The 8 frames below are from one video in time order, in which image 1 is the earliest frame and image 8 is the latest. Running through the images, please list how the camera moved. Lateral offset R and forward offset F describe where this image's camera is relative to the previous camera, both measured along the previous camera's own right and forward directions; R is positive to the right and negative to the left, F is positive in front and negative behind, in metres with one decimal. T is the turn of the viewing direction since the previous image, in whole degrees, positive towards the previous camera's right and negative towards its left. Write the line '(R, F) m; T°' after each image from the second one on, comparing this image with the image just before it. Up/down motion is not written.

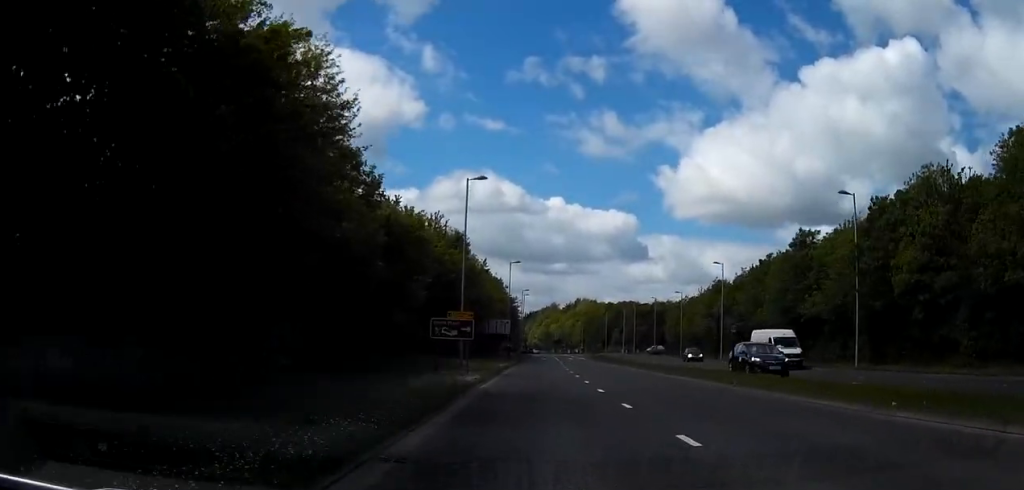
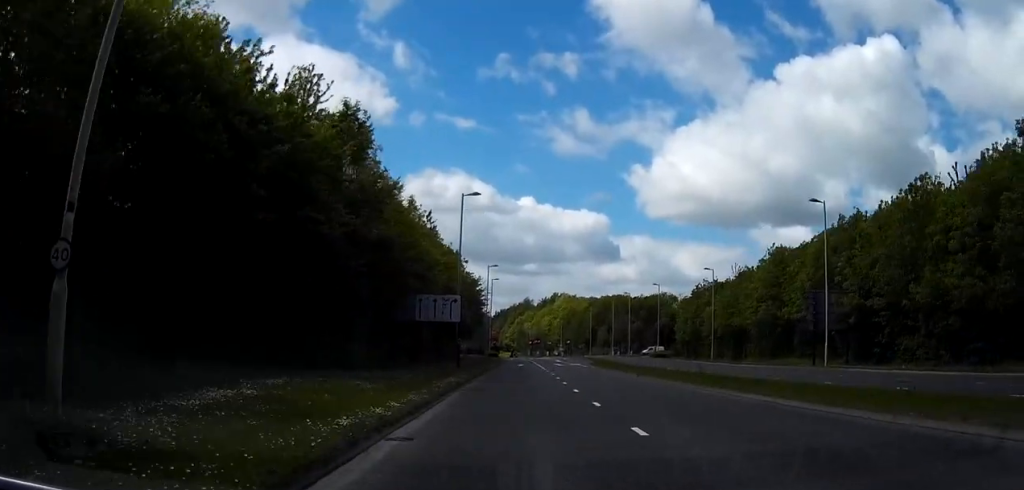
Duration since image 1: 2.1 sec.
(+0.4, +34.2) m; +1°
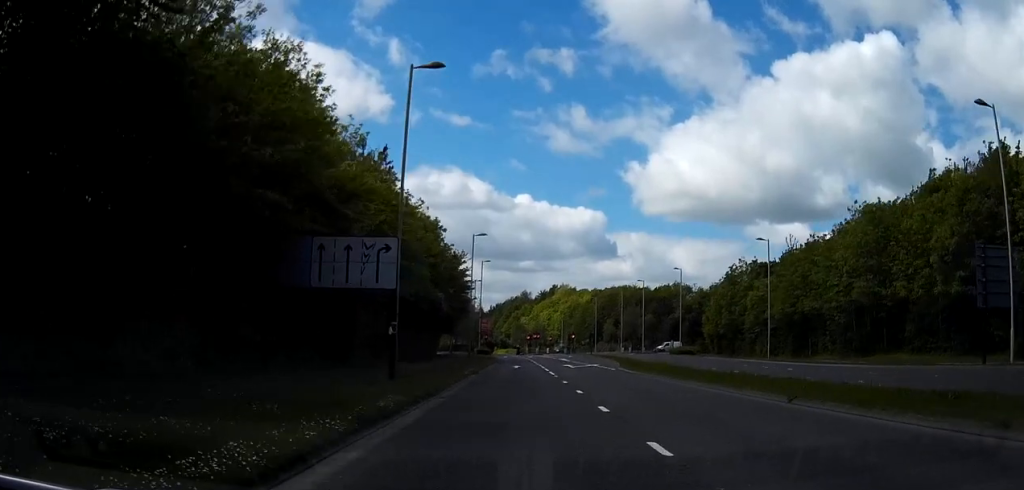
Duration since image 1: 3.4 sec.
(0.0, +19.8) m; +1°
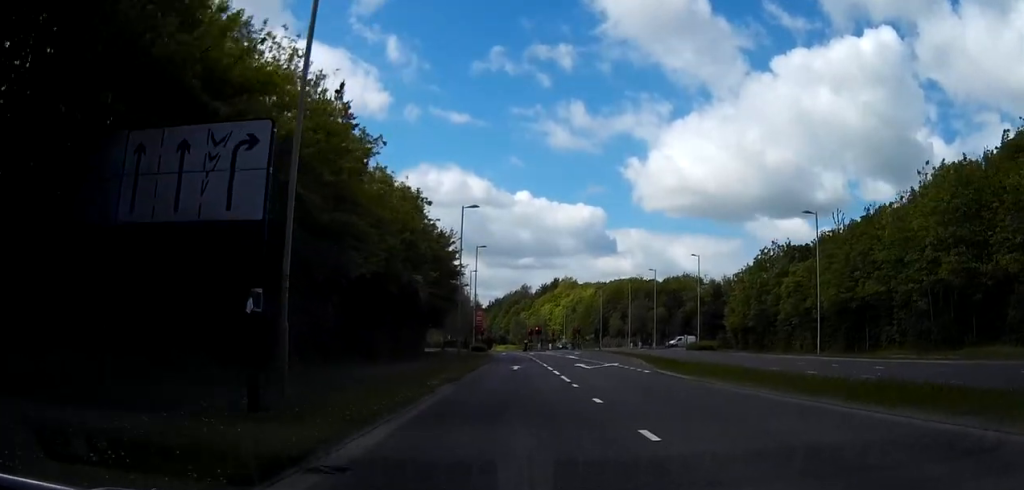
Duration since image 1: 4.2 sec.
(+0.1, +10.7) m; +1°
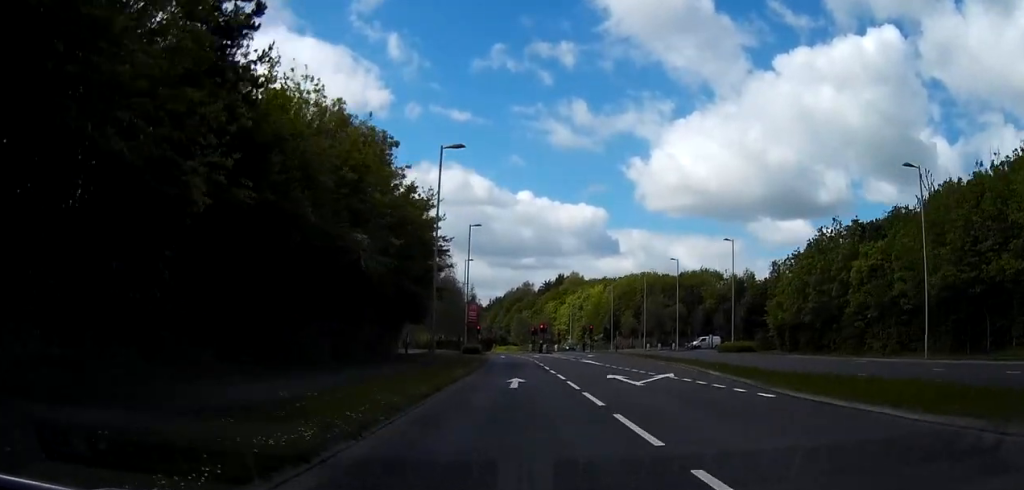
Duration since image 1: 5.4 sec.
(+0.3, +14.7) m; +2°
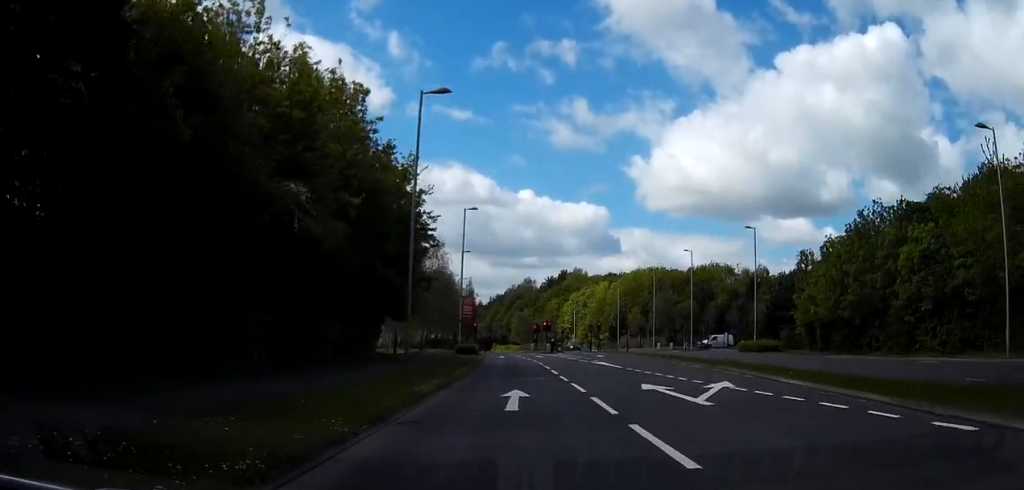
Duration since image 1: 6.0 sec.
(+0.1, +7.5) m; 0°
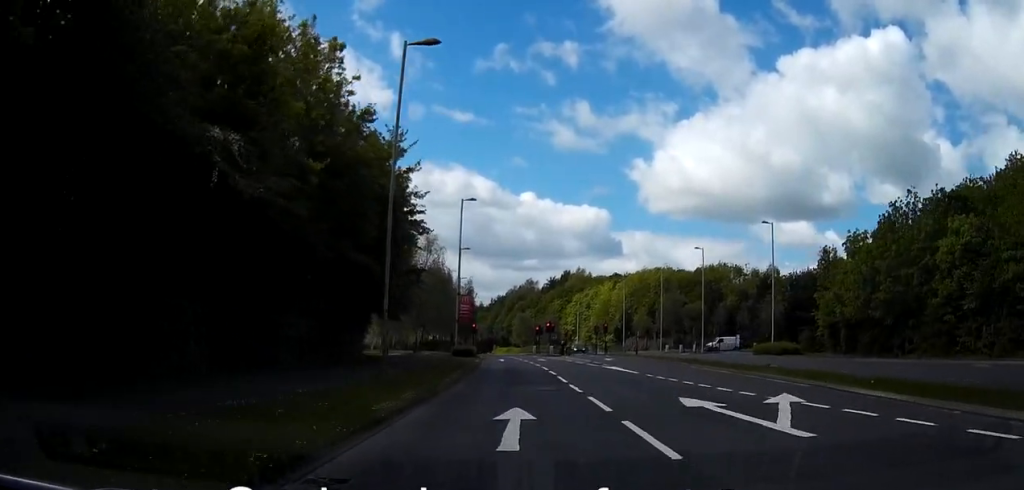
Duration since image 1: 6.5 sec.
(0.0, +4.9) m; 0°
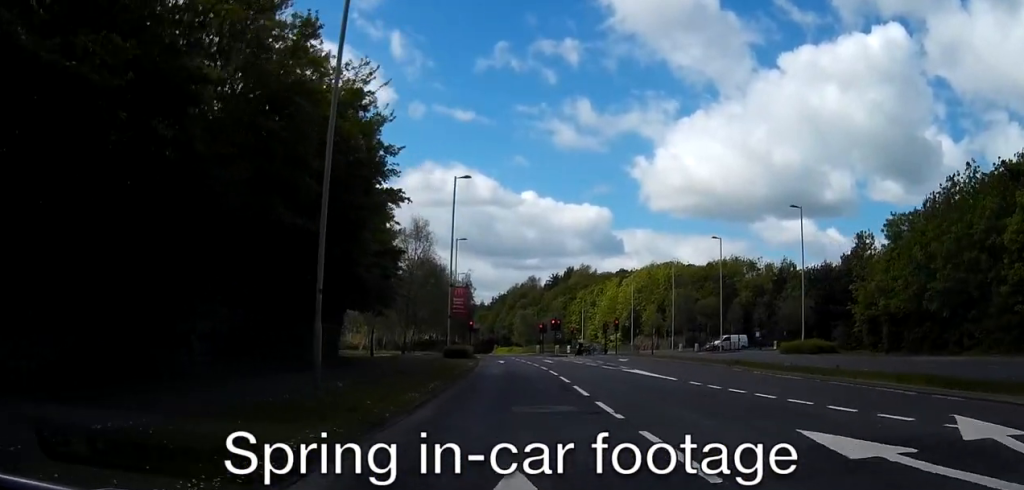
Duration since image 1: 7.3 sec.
(0.0, +7.1) m; 0°
